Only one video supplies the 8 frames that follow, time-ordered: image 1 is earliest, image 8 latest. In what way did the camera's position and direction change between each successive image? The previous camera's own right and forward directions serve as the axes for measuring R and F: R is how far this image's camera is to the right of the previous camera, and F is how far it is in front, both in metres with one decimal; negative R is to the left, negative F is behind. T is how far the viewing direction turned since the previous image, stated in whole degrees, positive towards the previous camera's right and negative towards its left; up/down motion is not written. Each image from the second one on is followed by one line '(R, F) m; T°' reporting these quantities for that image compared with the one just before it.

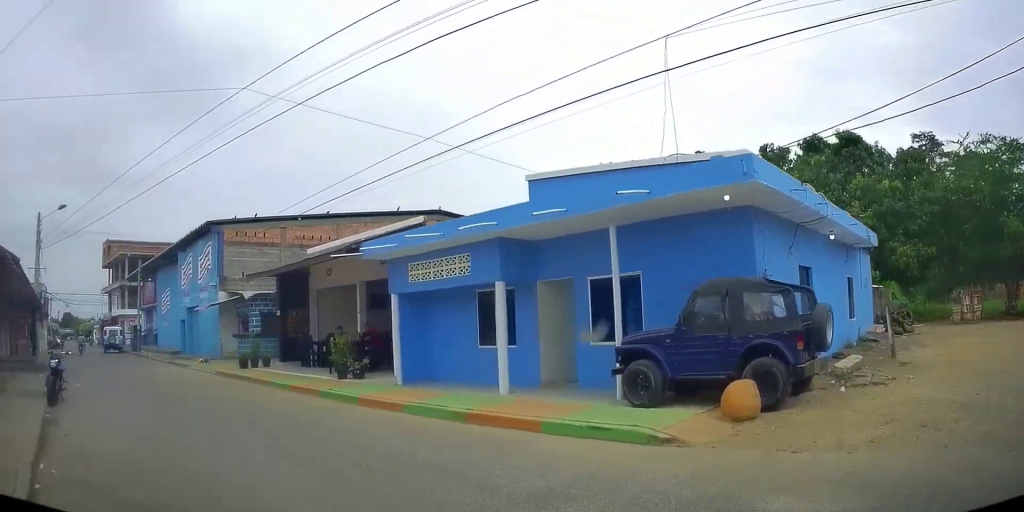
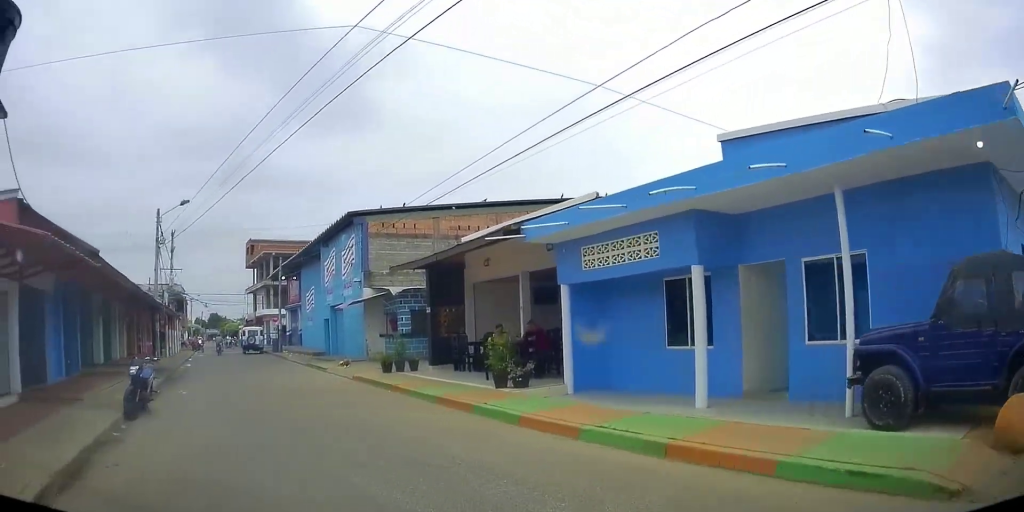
(-0.5, +2.5) m; -12°
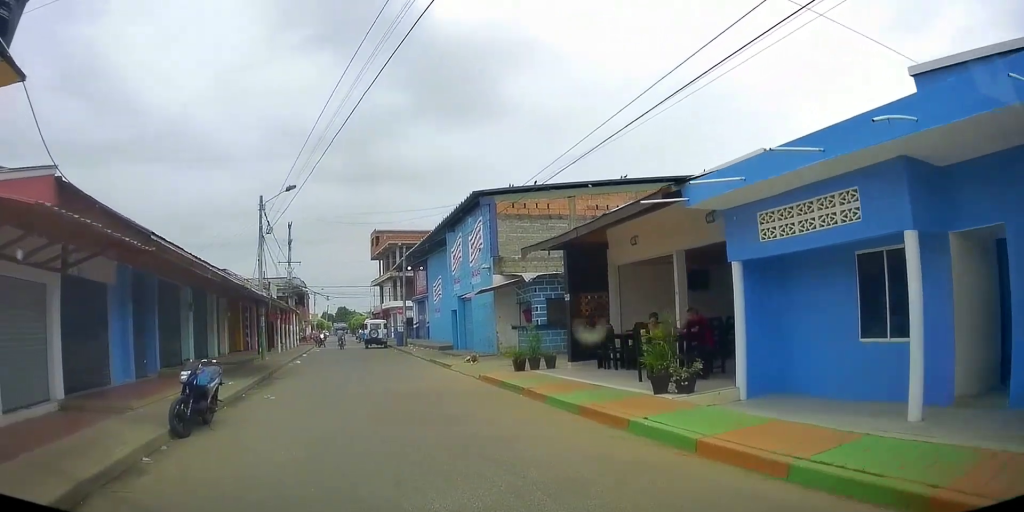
(-0.2, +2.2) m; -11°
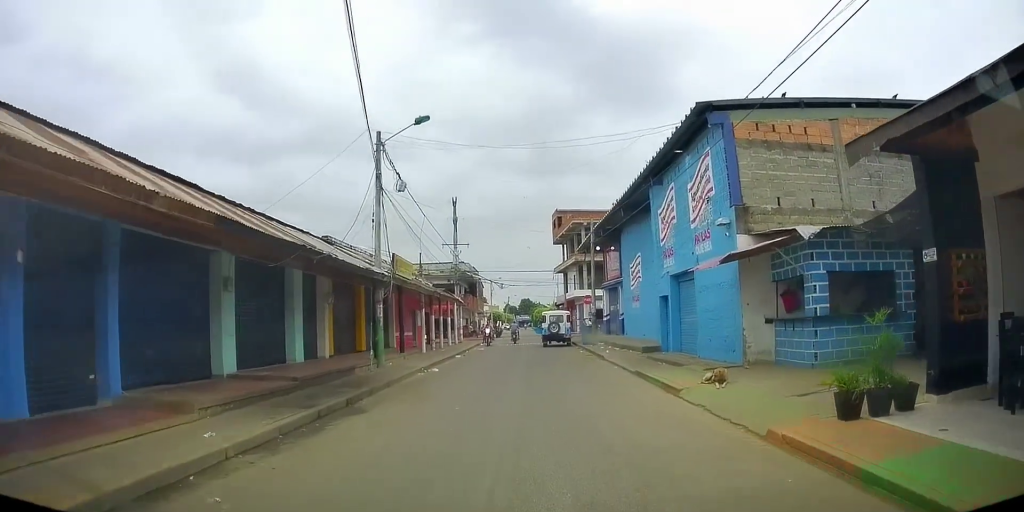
(-1.9, +5.9) m; -28°
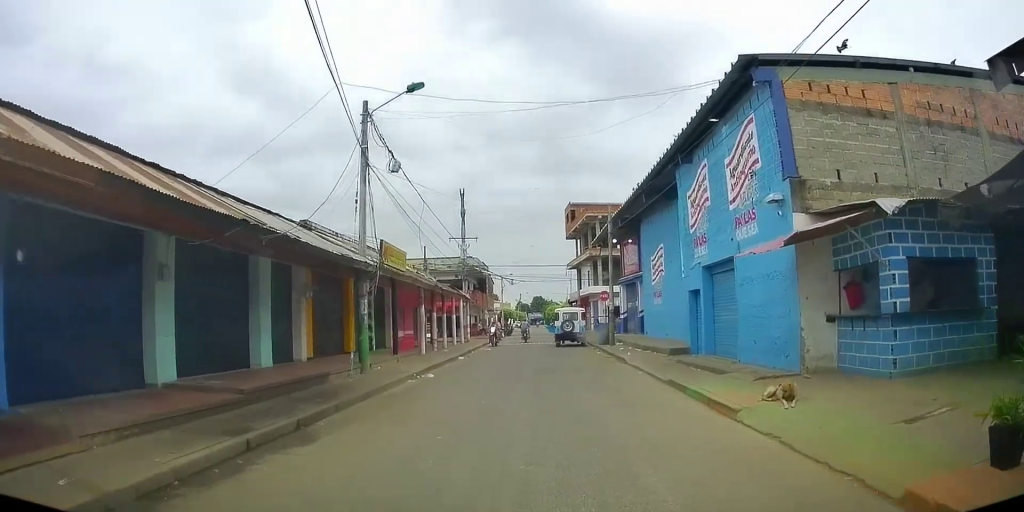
(-0.1, +1.8) m; -5°
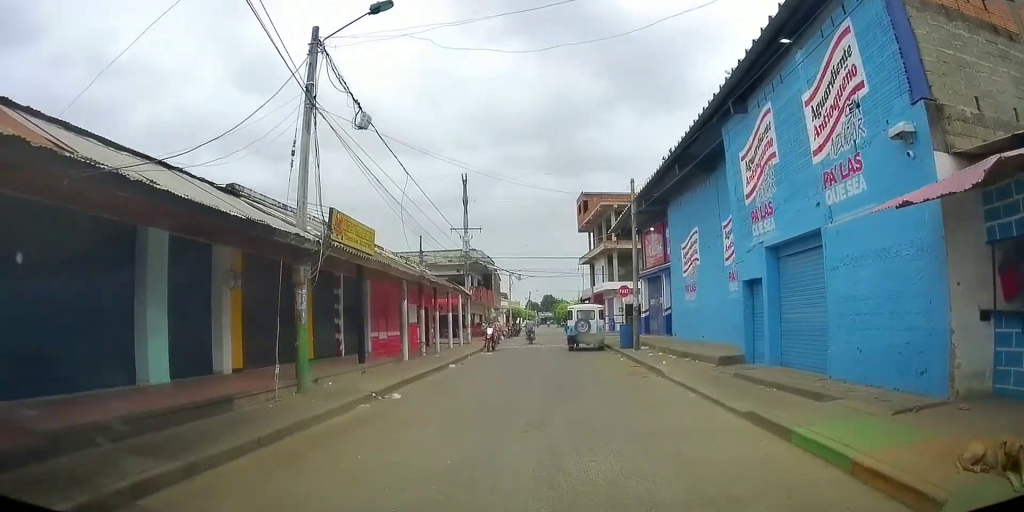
(0.0, +3.3) m; -9°
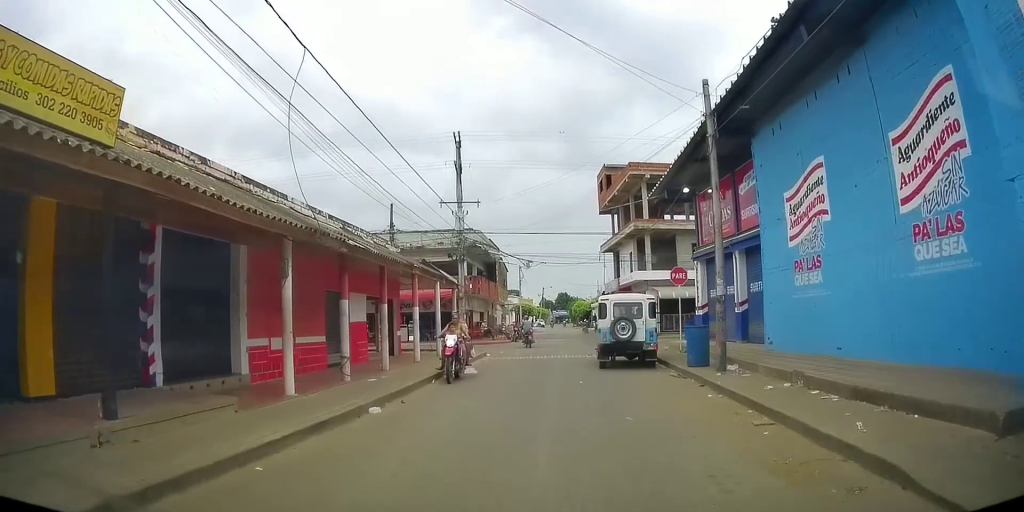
(-1.6, +8.3) m; -15°
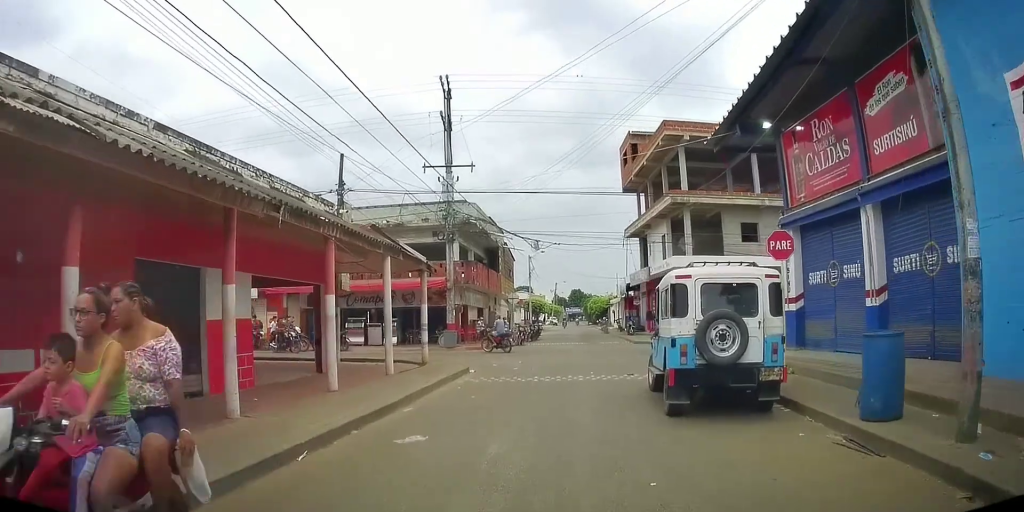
(0.0, +8.3) m; +1°
